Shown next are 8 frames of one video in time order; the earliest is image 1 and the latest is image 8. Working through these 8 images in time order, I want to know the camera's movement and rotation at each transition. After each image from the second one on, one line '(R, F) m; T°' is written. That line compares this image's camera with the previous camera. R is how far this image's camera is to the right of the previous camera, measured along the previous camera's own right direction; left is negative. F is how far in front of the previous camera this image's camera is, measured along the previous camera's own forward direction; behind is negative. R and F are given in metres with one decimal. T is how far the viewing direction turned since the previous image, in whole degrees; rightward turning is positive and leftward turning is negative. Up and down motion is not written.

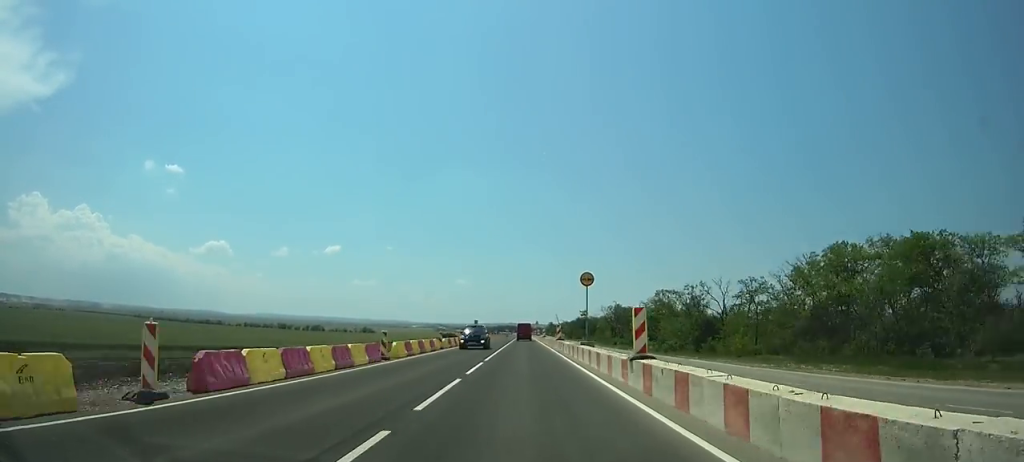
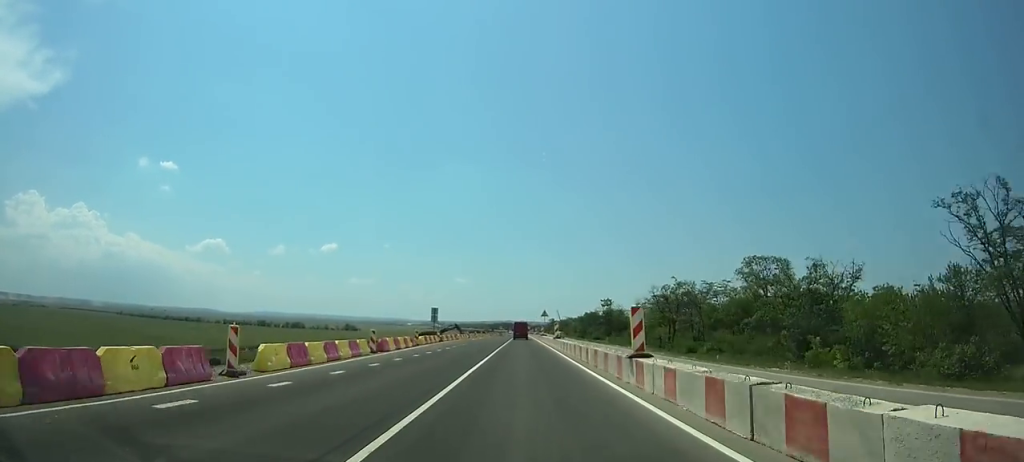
(0.0, +60.4) m; 0°
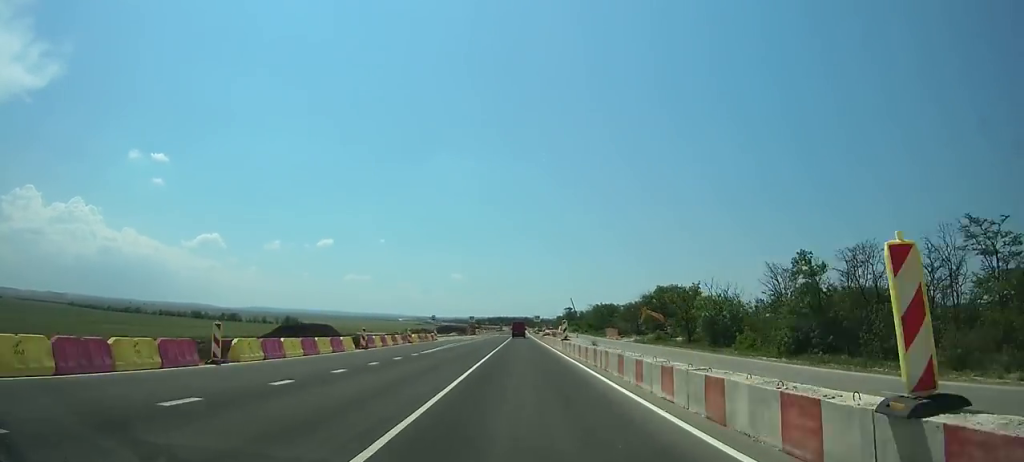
(-0.1, +165.2) m; 0°
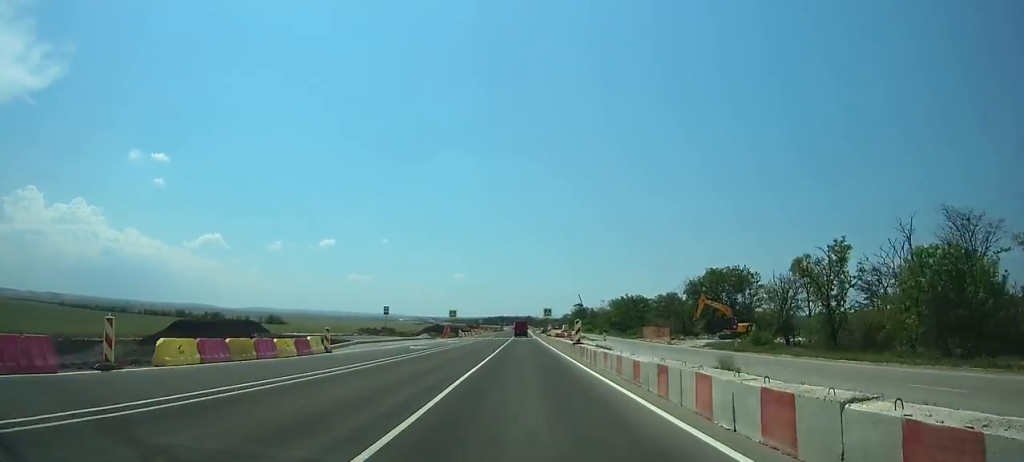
(0.0, +38.0) m; 0°
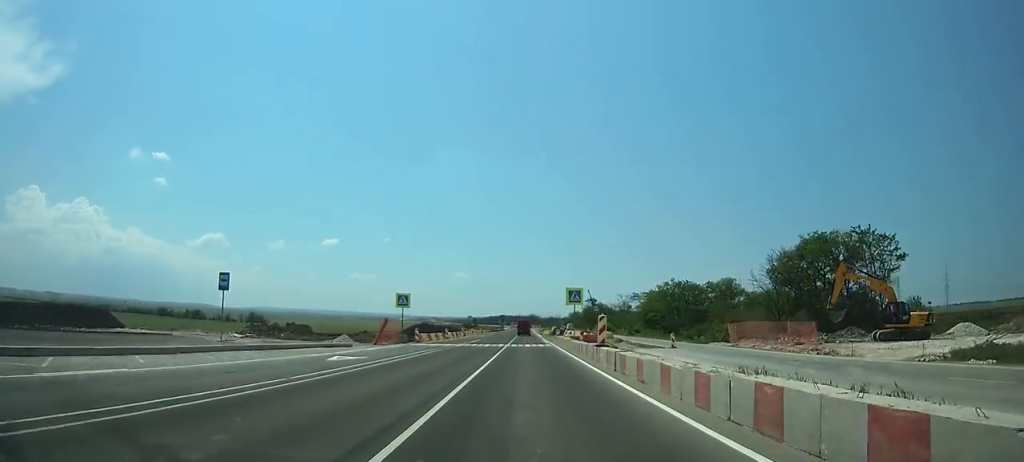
(0.0, +38.1) m; 0°
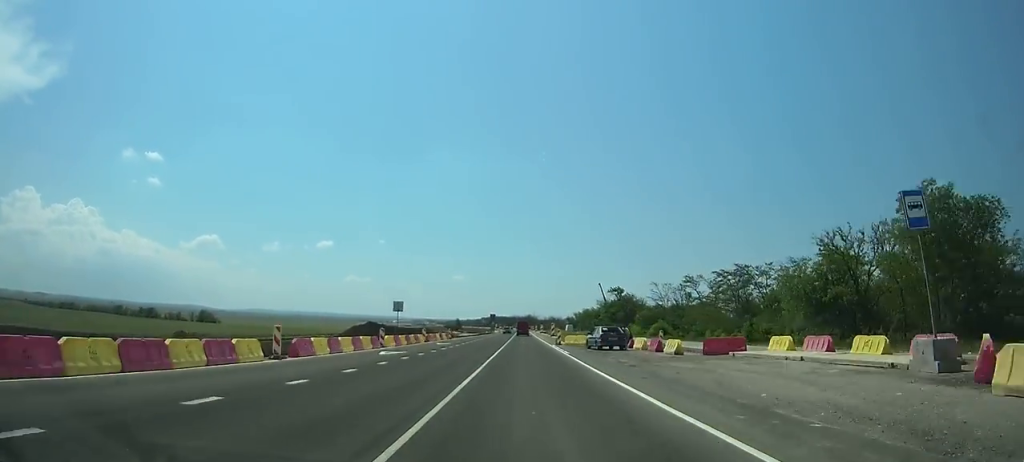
(0.0, +62.8) m; 0°
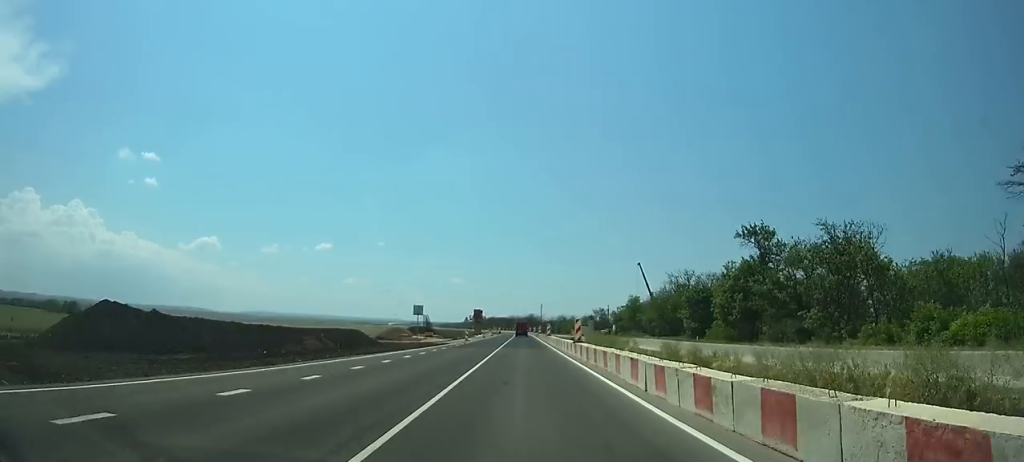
(0.0, +88.1) m; 0°
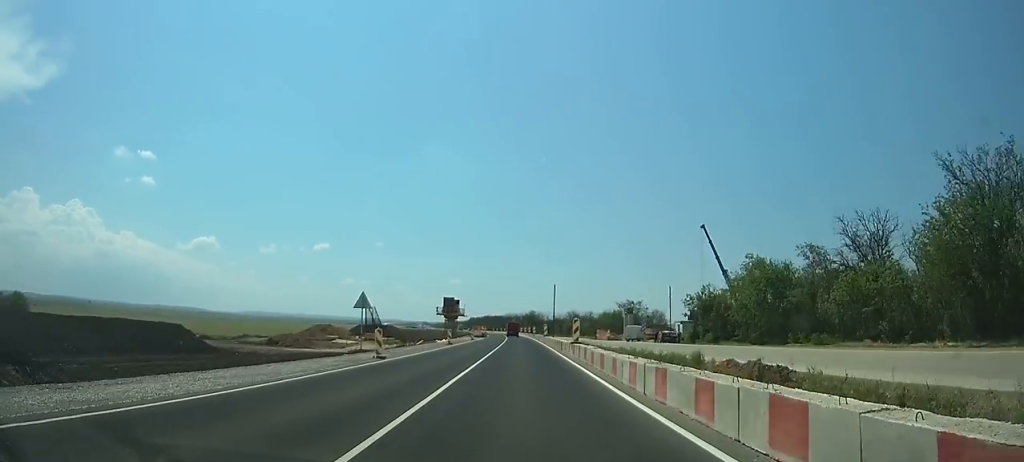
(0.0, +63.7) m; 0°
